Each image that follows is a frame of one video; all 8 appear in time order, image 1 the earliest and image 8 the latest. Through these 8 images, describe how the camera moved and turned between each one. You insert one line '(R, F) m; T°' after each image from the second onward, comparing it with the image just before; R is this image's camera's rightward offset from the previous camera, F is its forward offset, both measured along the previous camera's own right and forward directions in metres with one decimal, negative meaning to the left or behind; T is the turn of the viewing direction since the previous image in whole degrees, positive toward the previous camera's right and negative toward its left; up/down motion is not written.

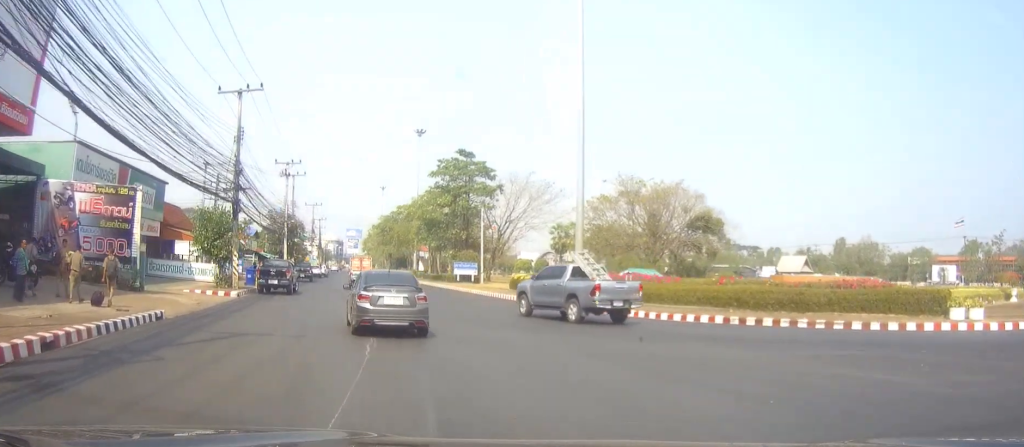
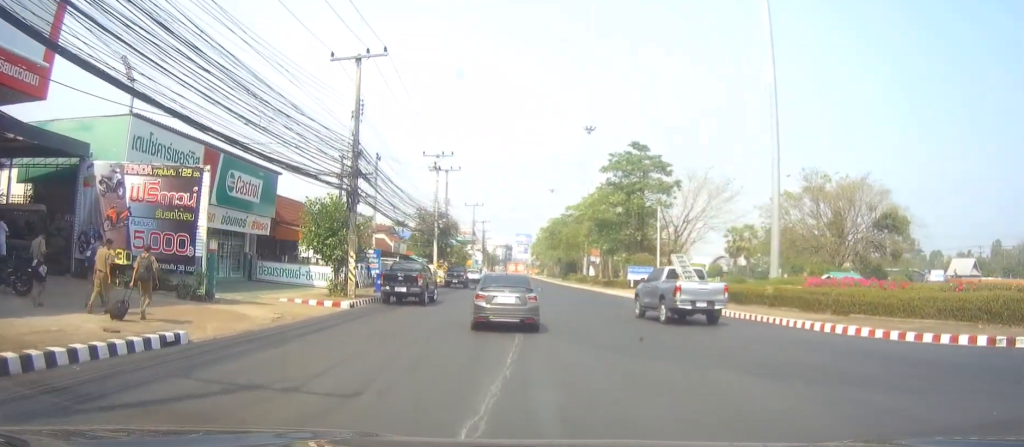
(-1.4, +7.1) m; -15°
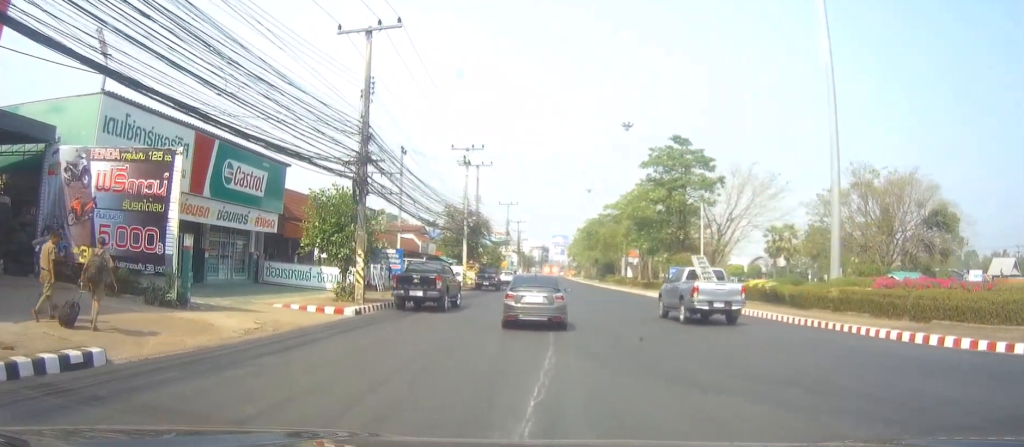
(-0.2, +3.6) m; -3°
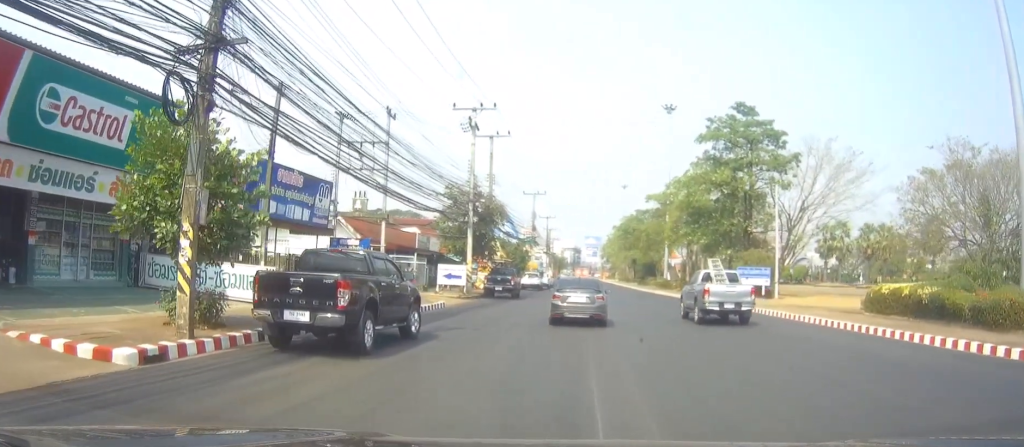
(-0.1, +13.9) m; 0°
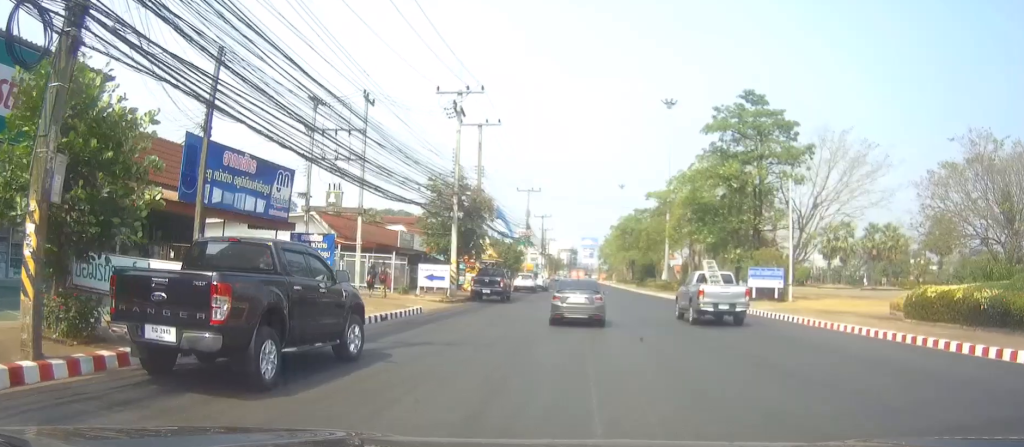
(0.0, +4.0) m; 0°
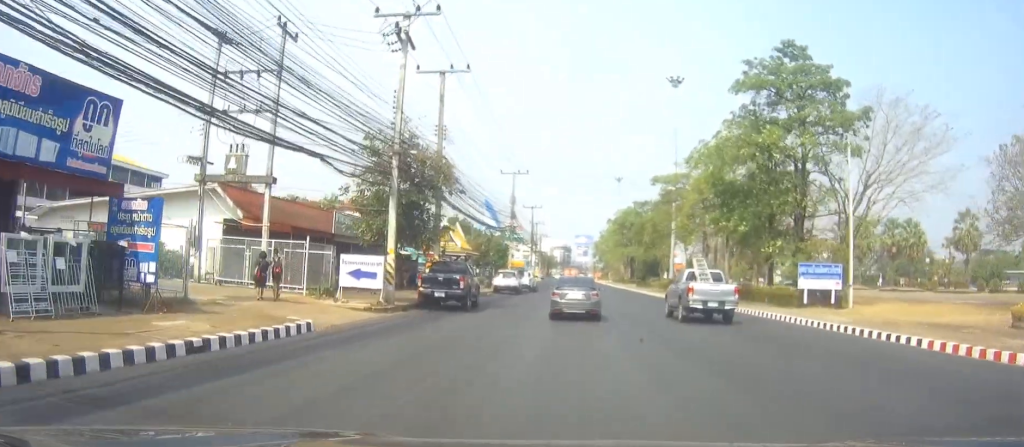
(-0.2, +11.2) m; -2°
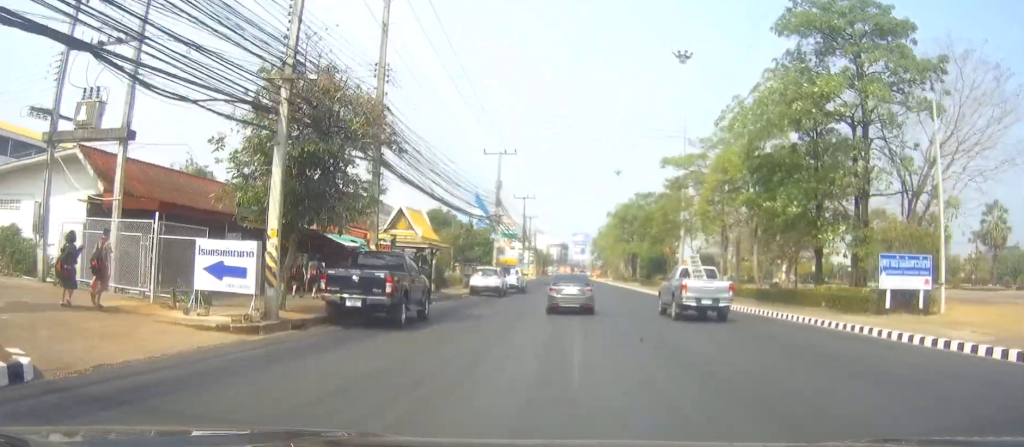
(-0.1, +9.7) m; +1°
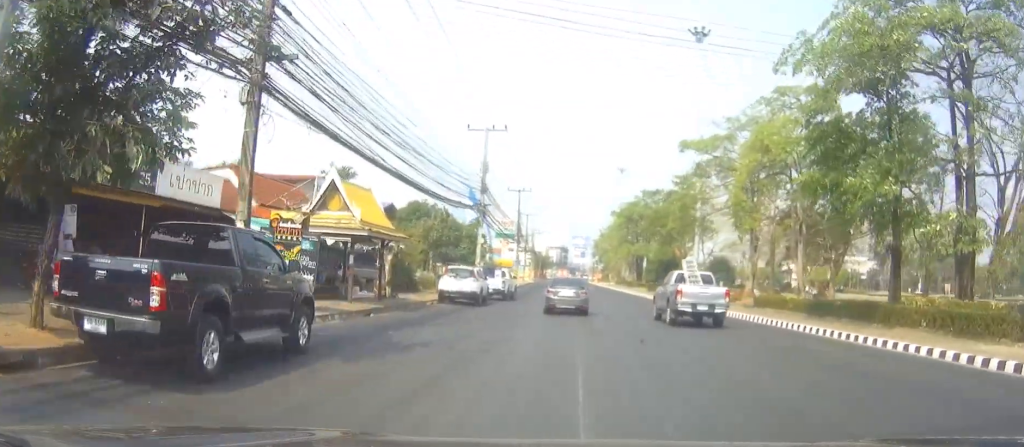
(+0.2, +9.7) m; +2°
